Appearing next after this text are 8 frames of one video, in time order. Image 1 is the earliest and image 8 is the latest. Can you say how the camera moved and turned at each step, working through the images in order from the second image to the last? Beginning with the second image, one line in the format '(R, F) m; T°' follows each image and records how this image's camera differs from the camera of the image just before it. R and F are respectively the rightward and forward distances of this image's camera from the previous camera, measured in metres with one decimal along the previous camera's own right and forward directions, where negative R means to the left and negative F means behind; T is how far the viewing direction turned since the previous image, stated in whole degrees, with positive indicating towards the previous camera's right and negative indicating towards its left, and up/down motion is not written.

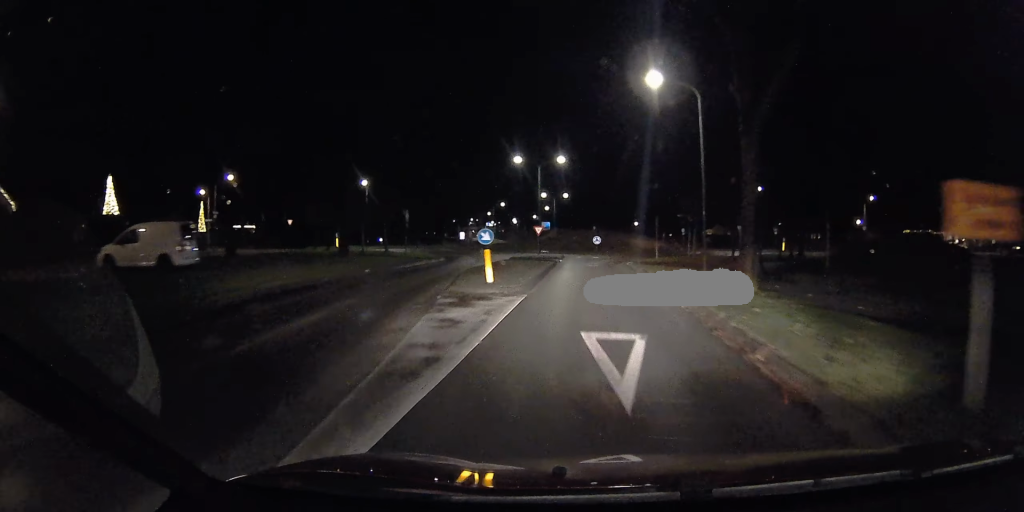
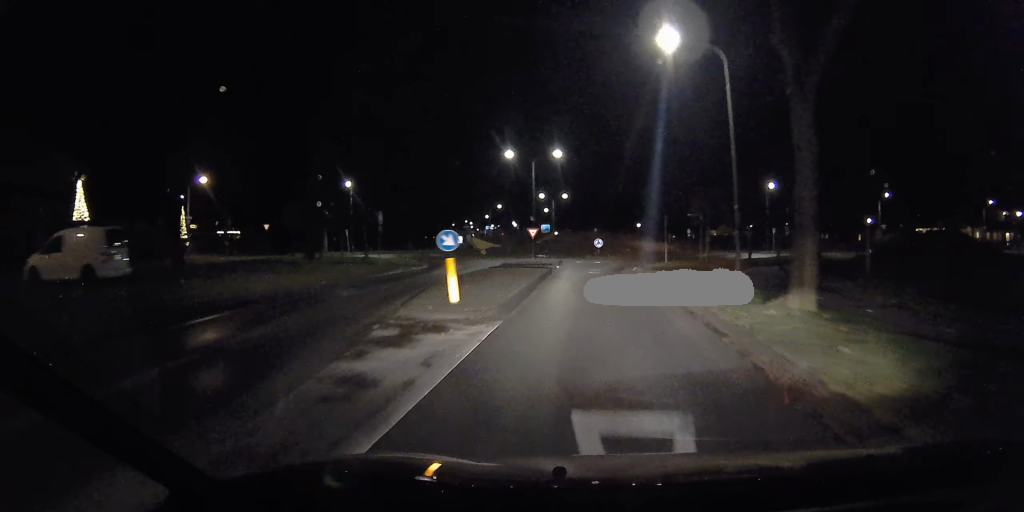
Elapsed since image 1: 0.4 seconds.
(-0.1, +4.2) m; -1°
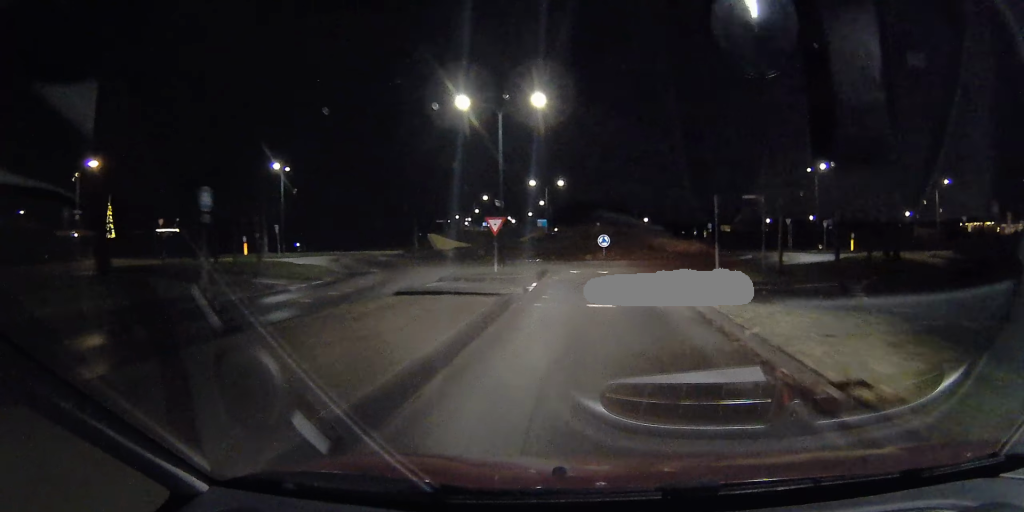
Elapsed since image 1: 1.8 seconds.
(-0.1, +13.8) m; -1°
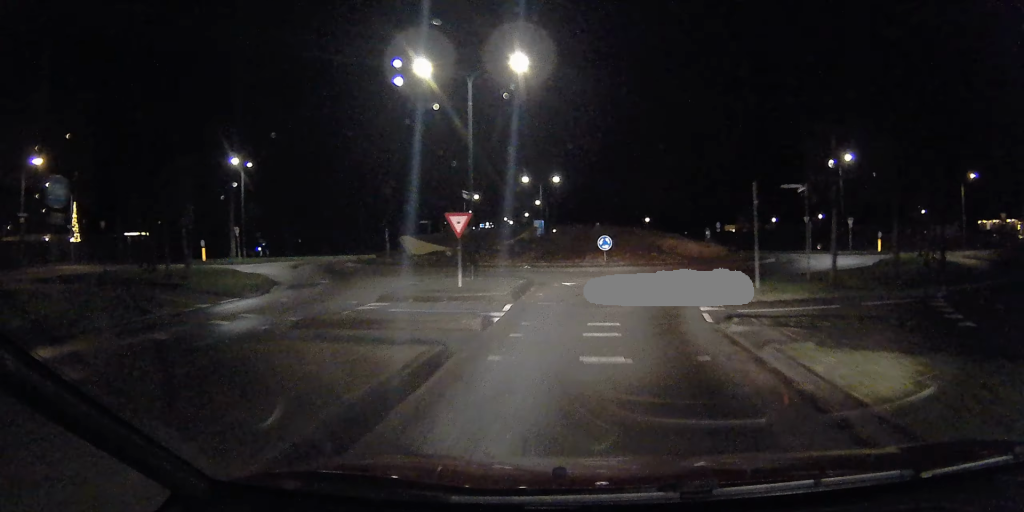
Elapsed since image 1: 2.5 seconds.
(0.0, +5.4) m; -1°
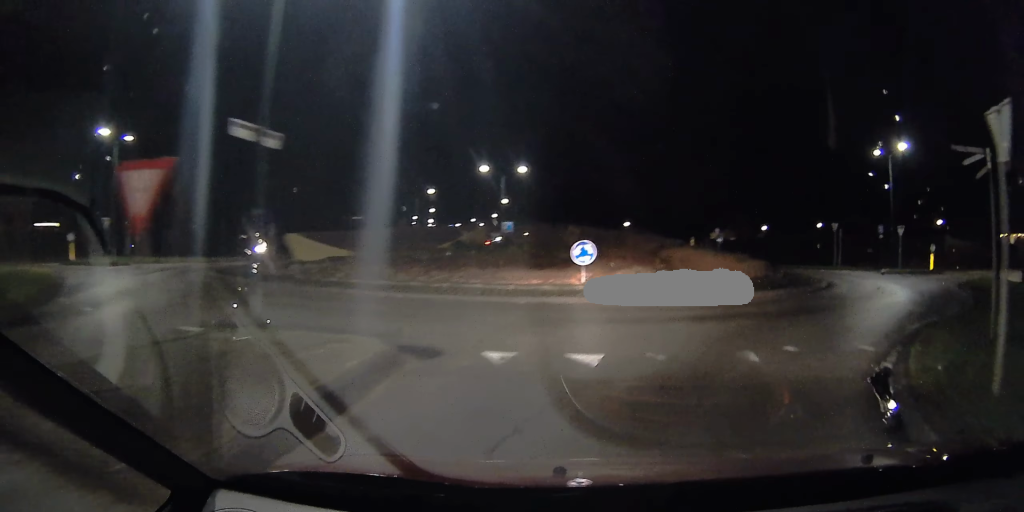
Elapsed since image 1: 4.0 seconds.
(0.0, +11.3) m; +7°
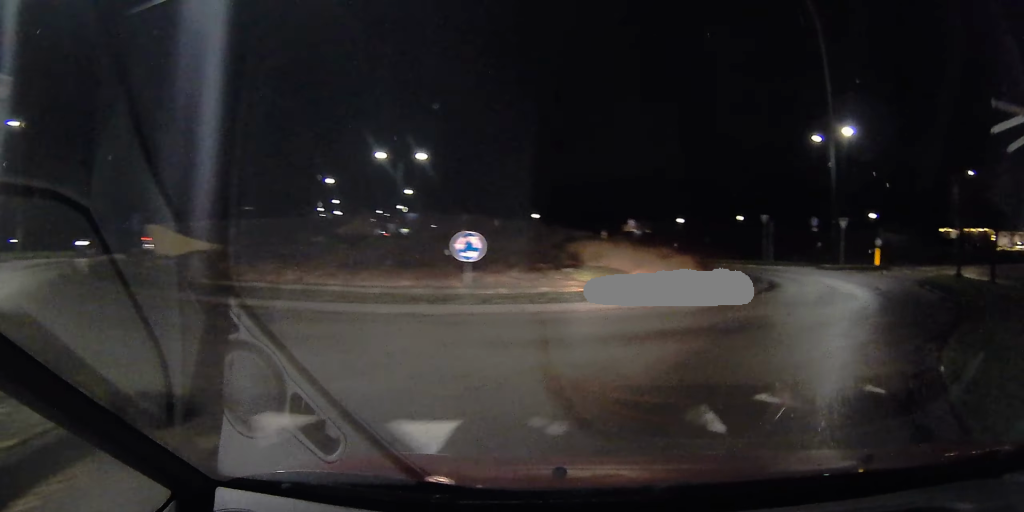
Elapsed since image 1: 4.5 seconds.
(+0.4, +3.5) m; +5°
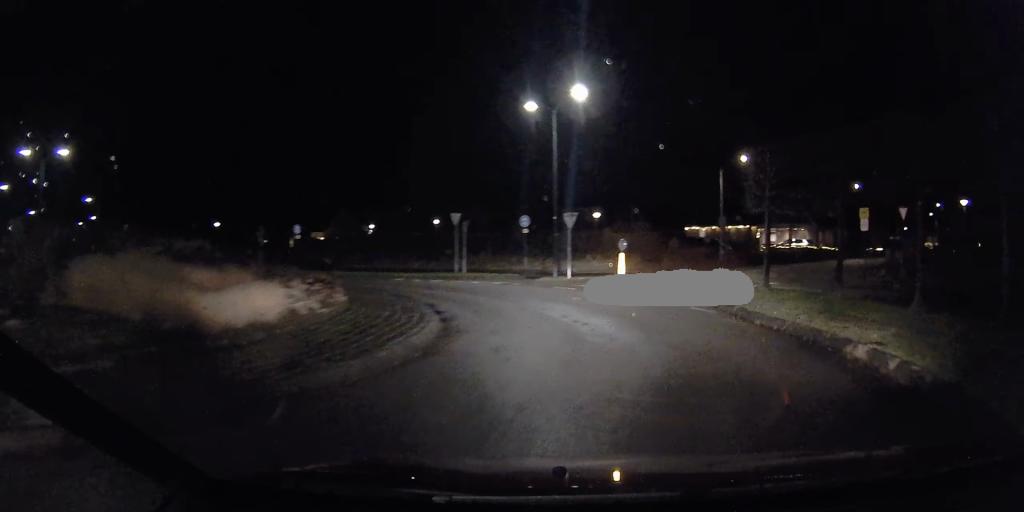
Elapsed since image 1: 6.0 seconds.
(+0.7, +8.9) m; +11°
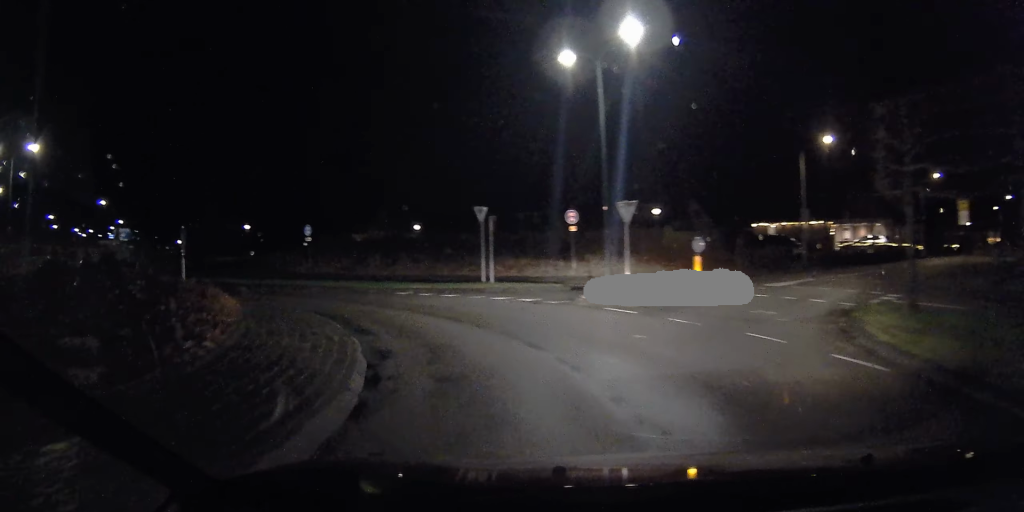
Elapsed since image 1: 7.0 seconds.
(+0.5, +5.8) m; +1°
